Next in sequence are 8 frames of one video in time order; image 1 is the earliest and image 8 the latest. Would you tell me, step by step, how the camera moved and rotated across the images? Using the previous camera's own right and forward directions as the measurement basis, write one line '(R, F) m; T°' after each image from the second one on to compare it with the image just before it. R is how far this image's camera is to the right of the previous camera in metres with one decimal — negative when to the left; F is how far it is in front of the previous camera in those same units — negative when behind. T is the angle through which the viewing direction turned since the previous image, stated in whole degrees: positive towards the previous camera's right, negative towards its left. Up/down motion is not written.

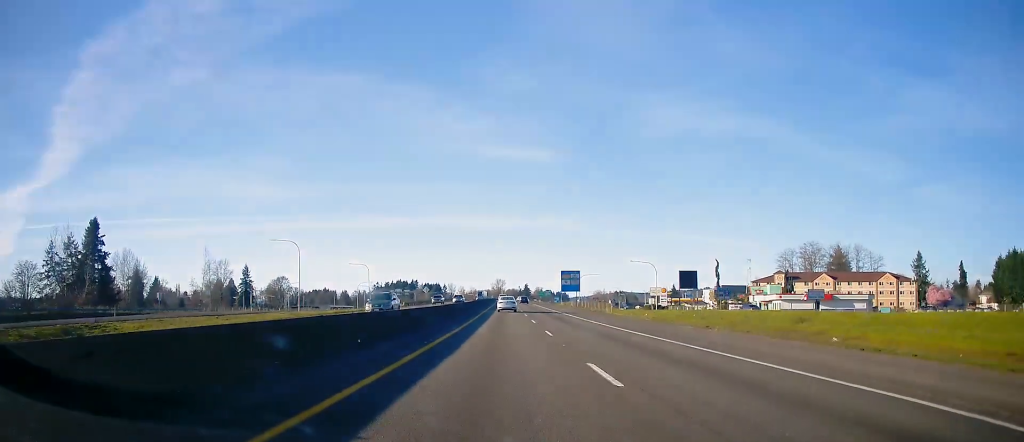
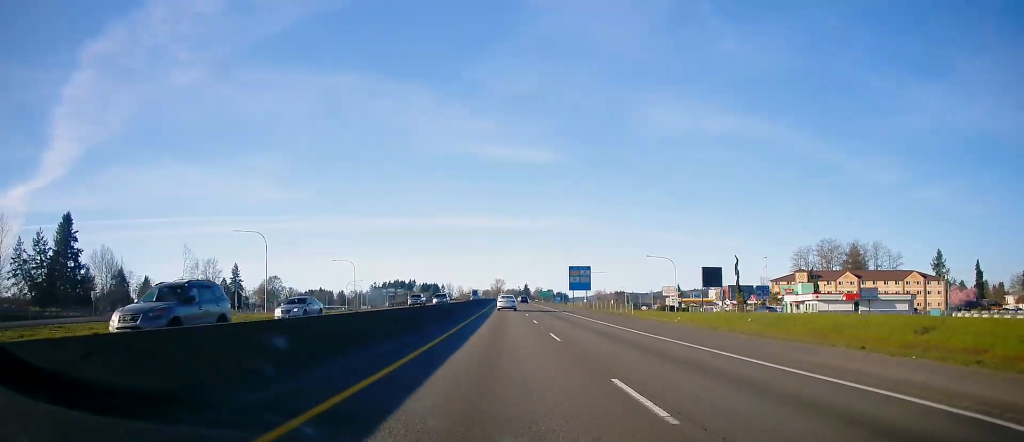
(0.0, +14.8) m; 0°
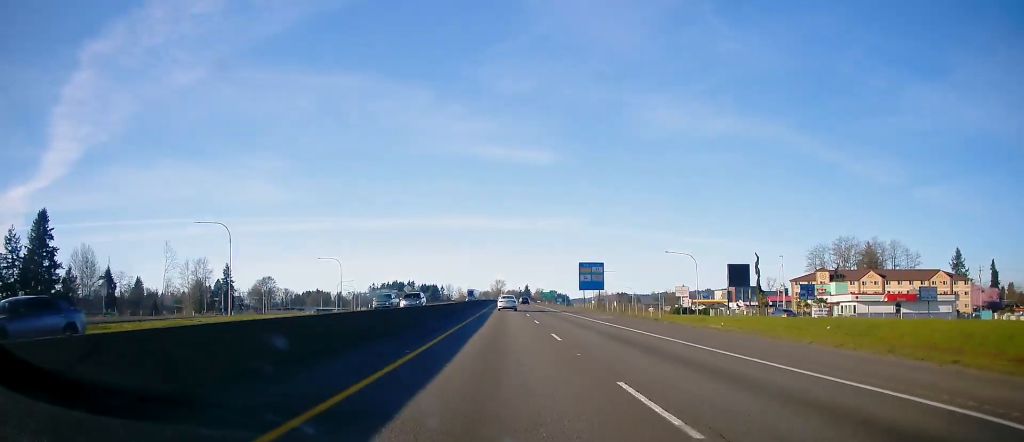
(-0.1, +12.7) m; 0°
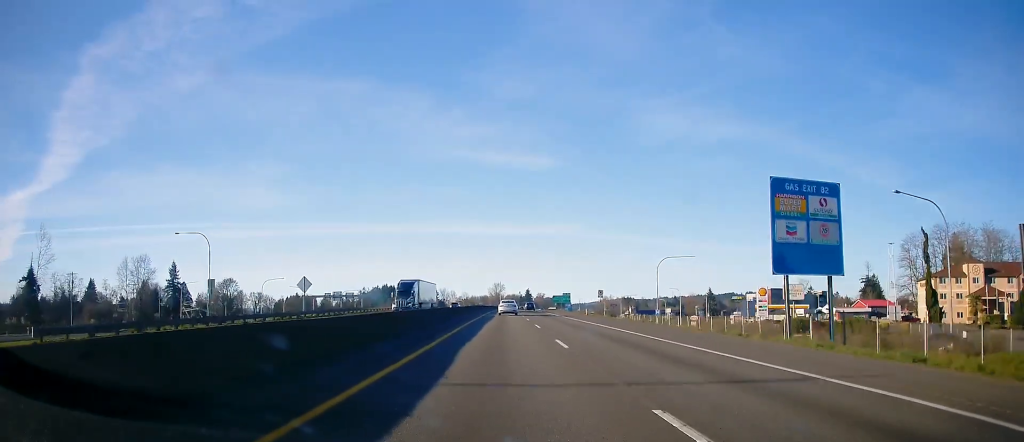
(+0.6, +63.4) m; +1°
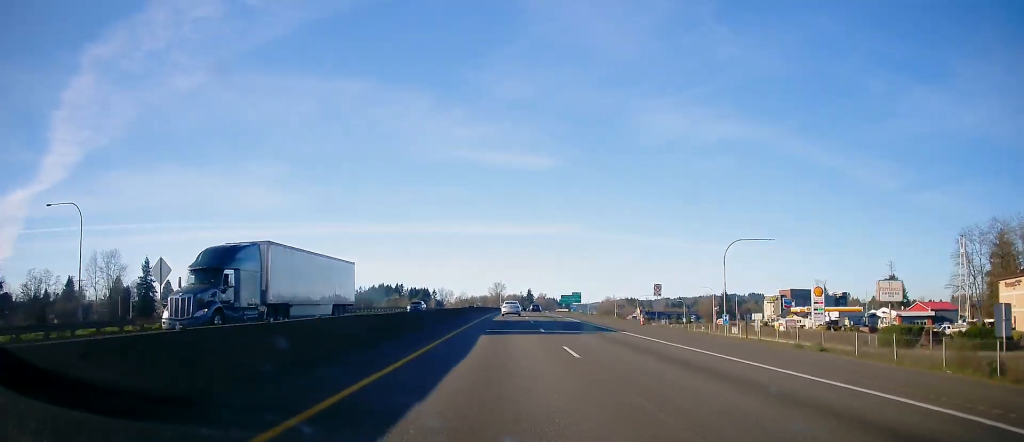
(0.0, +26.4) m; 0°
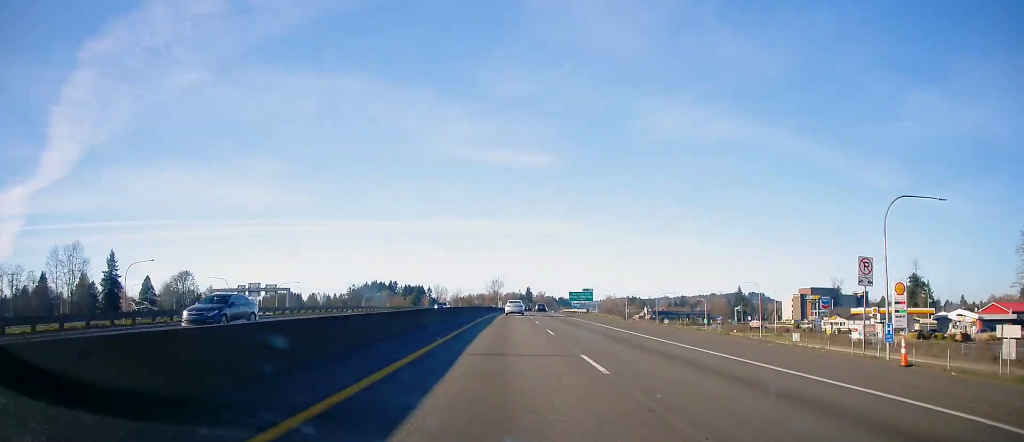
(-0.2, +27.5) m; 0°
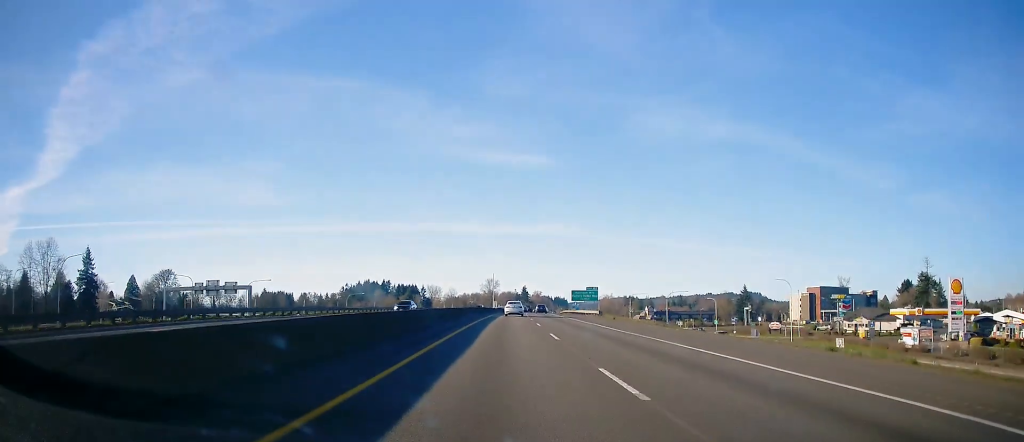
(+0.2, +14.8) m; 0°
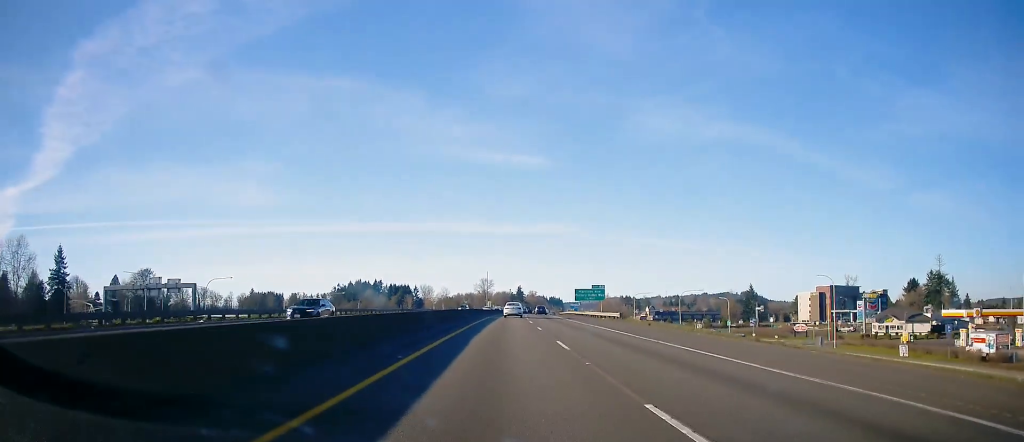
(+0.1, +15.9) m; 0°
